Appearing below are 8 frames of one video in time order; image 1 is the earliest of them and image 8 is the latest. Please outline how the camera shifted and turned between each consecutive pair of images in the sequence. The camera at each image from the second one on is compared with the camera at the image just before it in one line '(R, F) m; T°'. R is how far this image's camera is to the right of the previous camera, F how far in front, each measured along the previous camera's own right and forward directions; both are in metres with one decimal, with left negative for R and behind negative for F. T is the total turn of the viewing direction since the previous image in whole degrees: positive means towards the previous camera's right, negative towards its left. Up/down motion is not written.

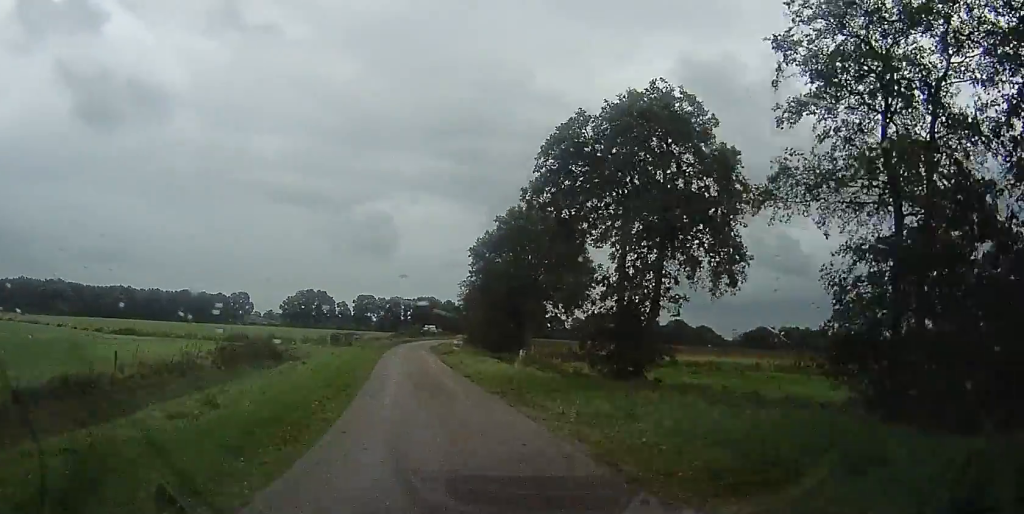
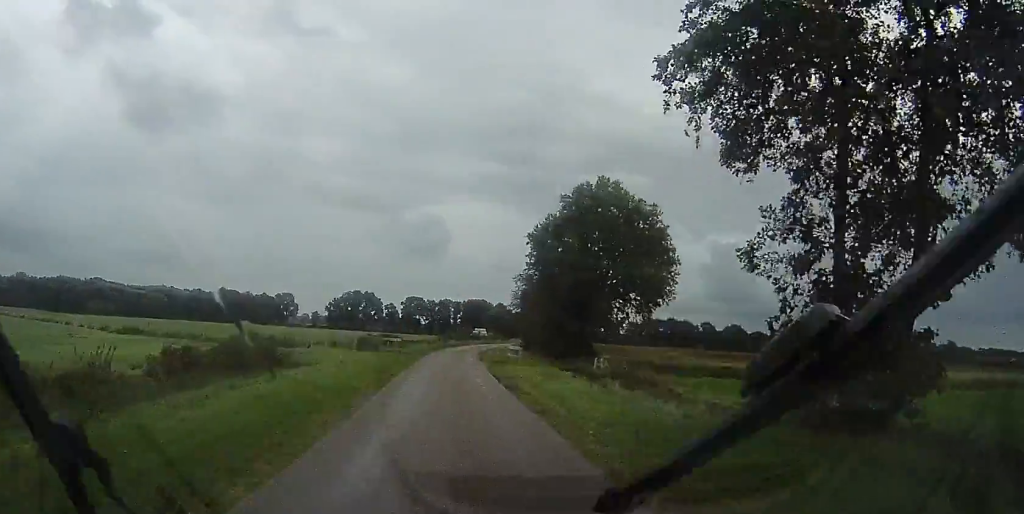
(-0.7, +9.9) m; -4°
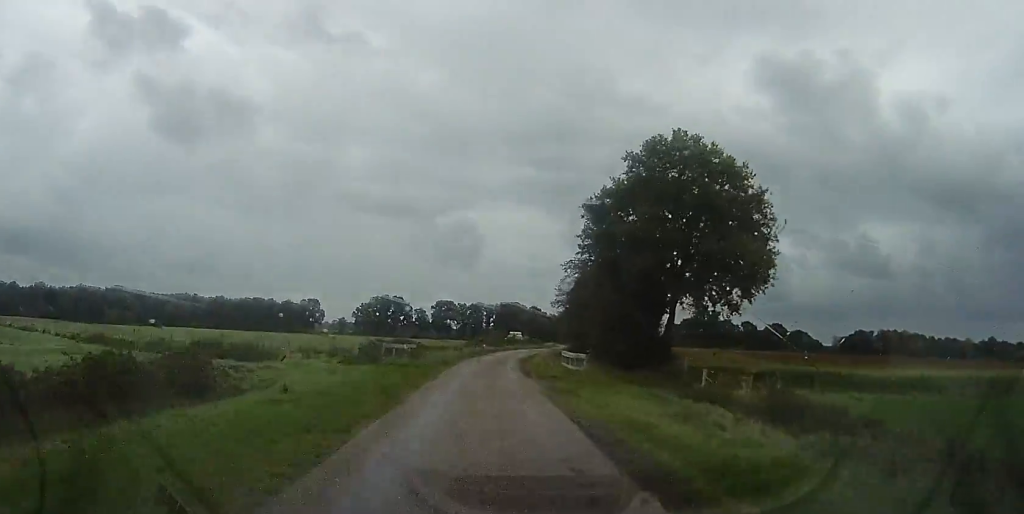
(-0.4, +11.4) m; -2°
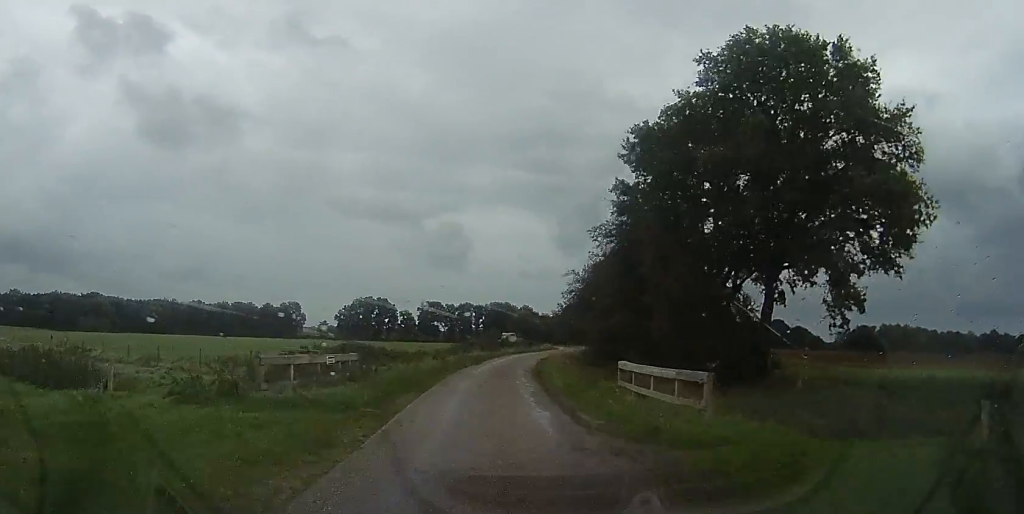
(-0.2, +13.5) m; 0°
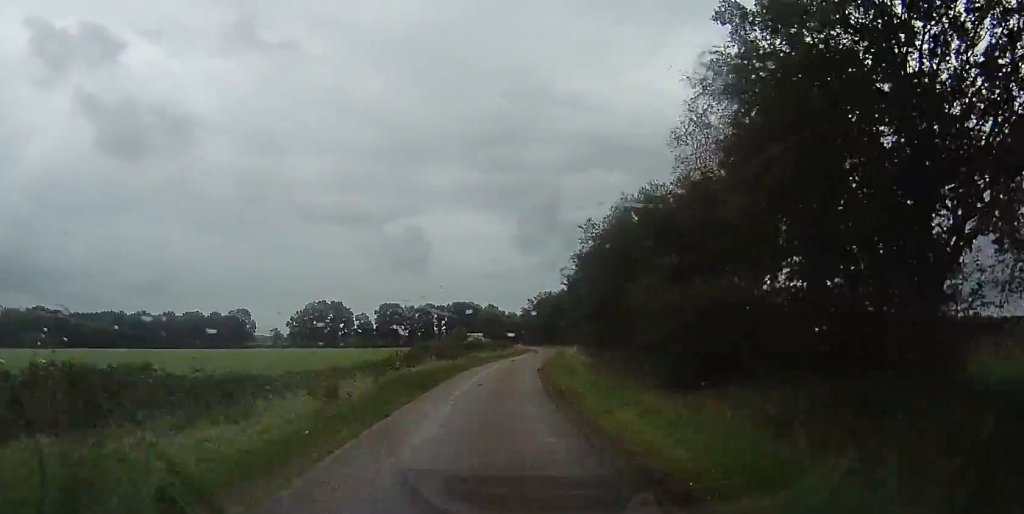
(+0.3, +18.4) m; +2°
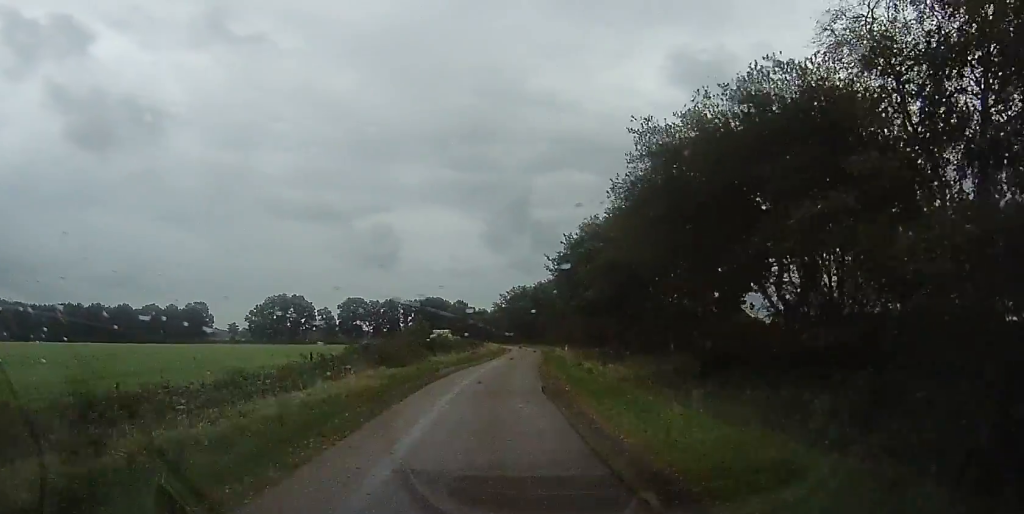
(+0.1, +12.5) m; +3°
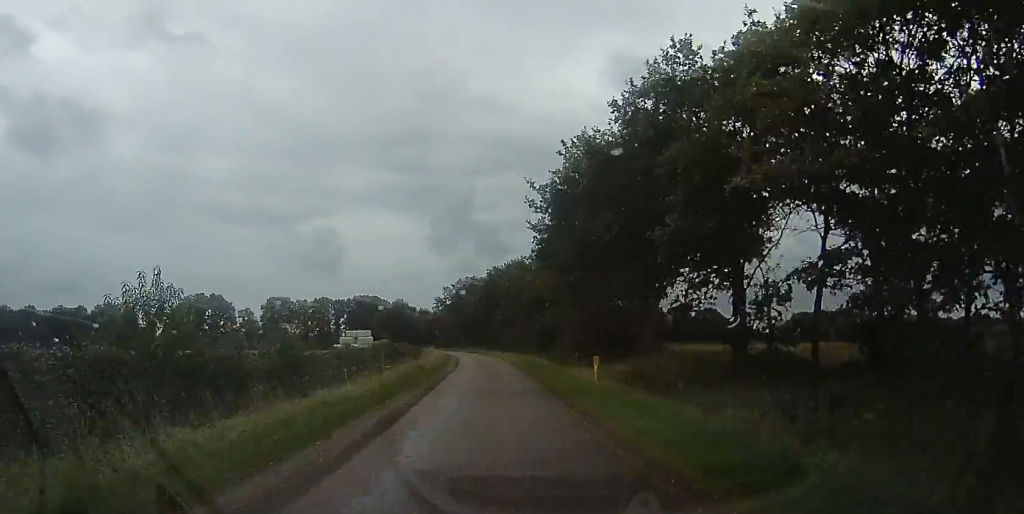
(+2.5, +27.6) m; +9°
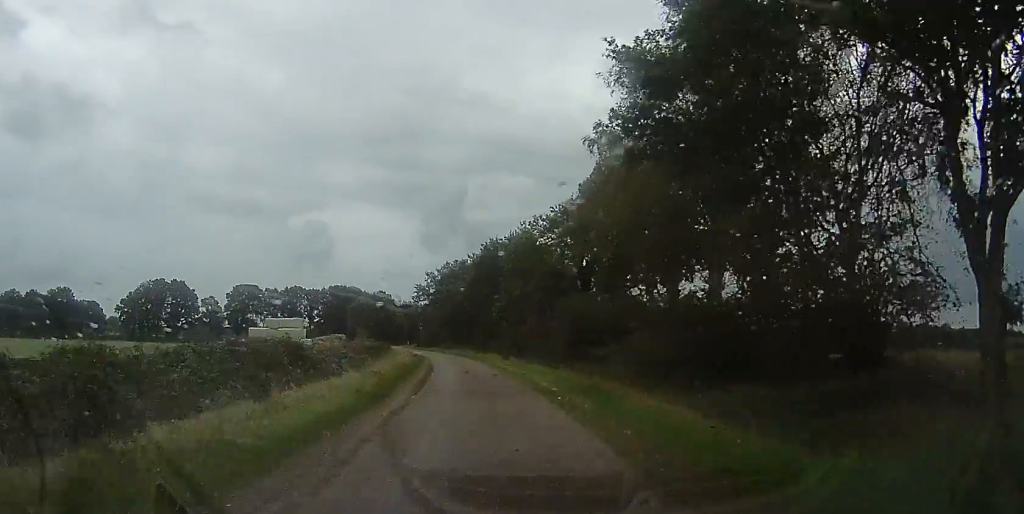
(+0.1, +22.1) m; 0°
